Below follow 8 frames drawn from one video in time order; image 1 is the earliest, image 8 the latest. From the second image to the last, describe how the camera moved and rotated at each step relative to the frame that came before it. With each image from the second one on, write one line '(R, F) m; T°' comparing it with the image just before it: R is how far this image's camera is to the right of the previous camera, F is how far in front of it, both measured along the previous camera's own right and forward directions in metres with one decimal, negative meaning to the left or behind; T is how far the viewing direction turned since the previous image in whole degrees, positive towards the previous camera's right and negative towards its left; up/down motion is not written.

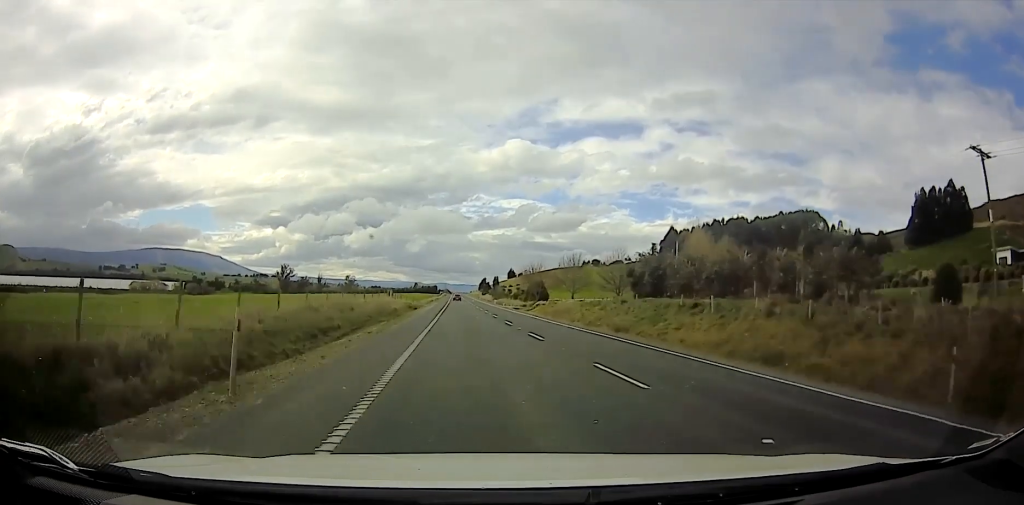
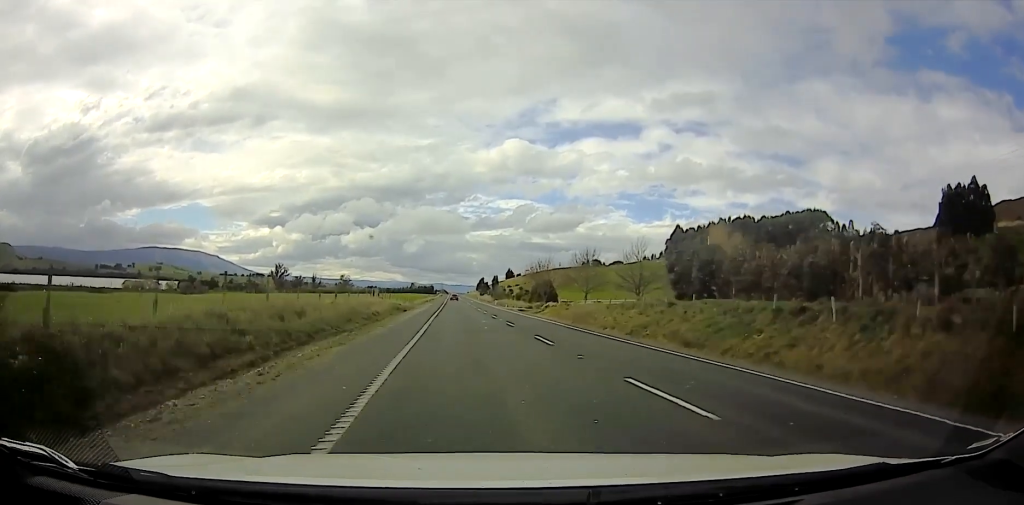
(0.0, +9.0) m; 0°
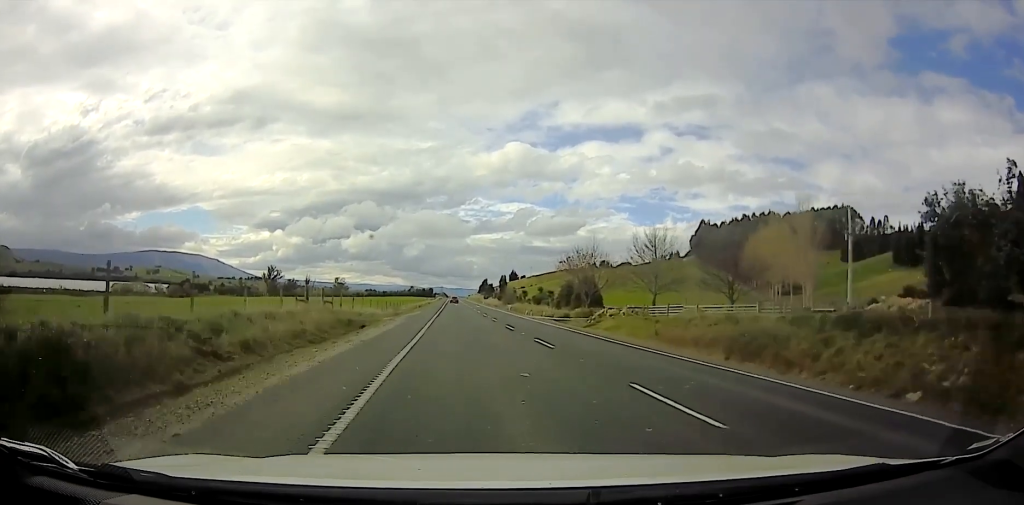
(-0.1, +22.5) m; -2°
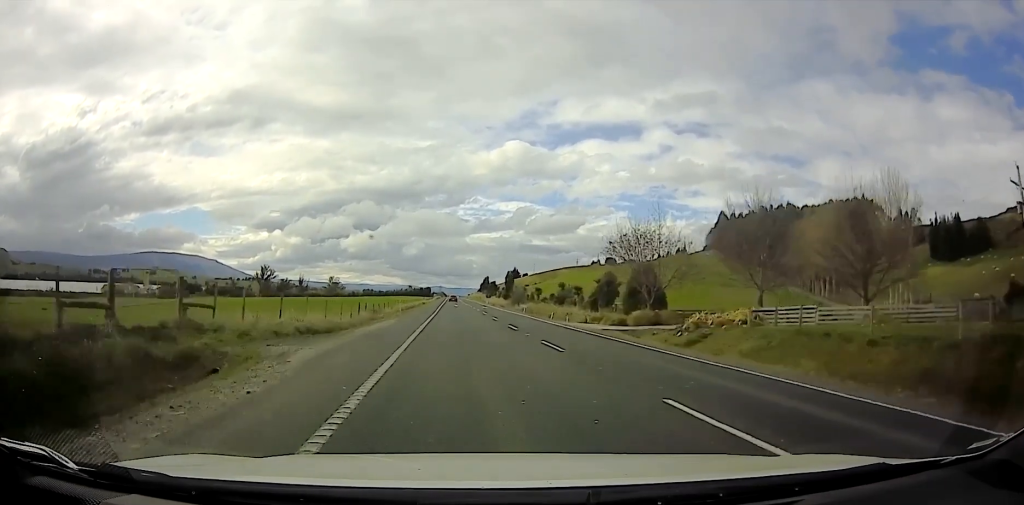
(-0.4, +16.3) m; 0°
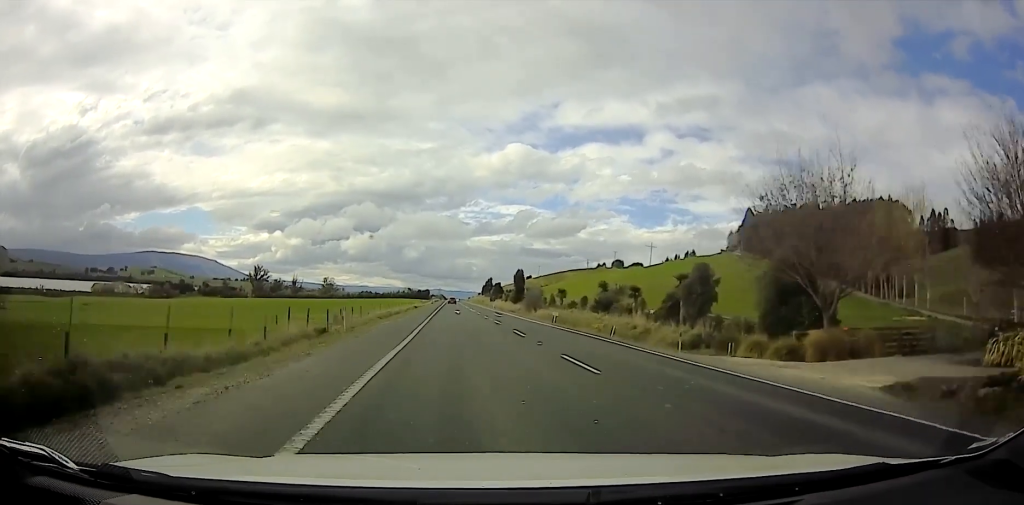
(+0.2, +18.4) m; 0°
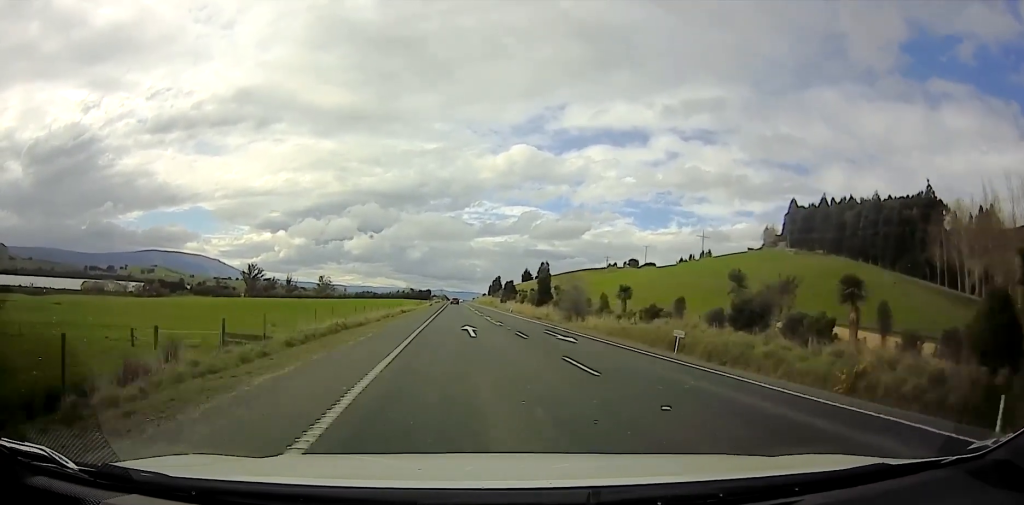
(+0.1, +26.2) m; -1°
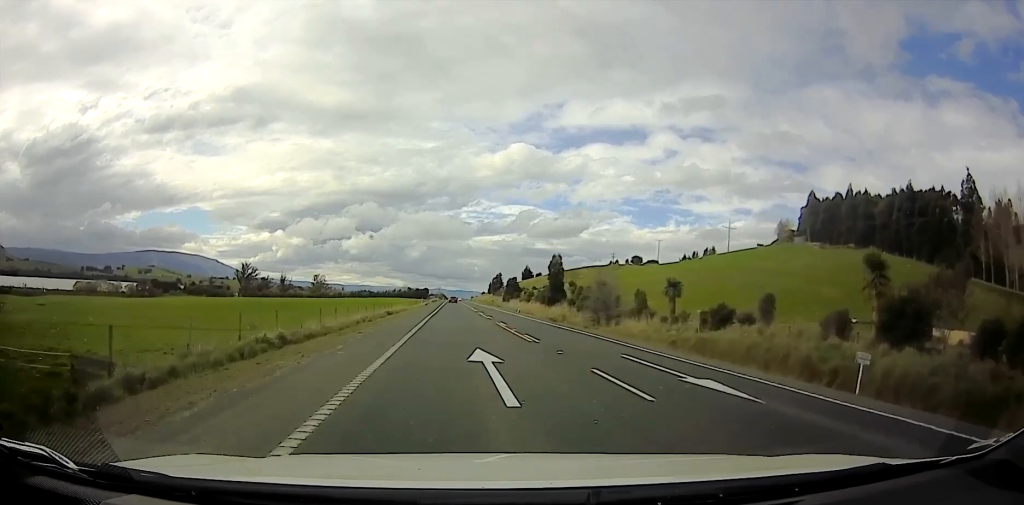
(0.0, +12.9) m; 0°
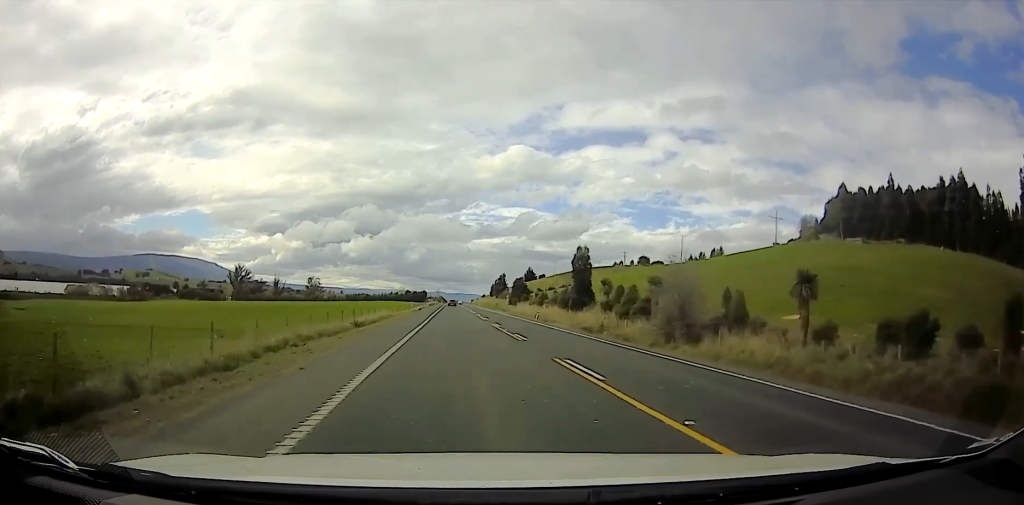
(-0.2, +20.5) m; 0°
